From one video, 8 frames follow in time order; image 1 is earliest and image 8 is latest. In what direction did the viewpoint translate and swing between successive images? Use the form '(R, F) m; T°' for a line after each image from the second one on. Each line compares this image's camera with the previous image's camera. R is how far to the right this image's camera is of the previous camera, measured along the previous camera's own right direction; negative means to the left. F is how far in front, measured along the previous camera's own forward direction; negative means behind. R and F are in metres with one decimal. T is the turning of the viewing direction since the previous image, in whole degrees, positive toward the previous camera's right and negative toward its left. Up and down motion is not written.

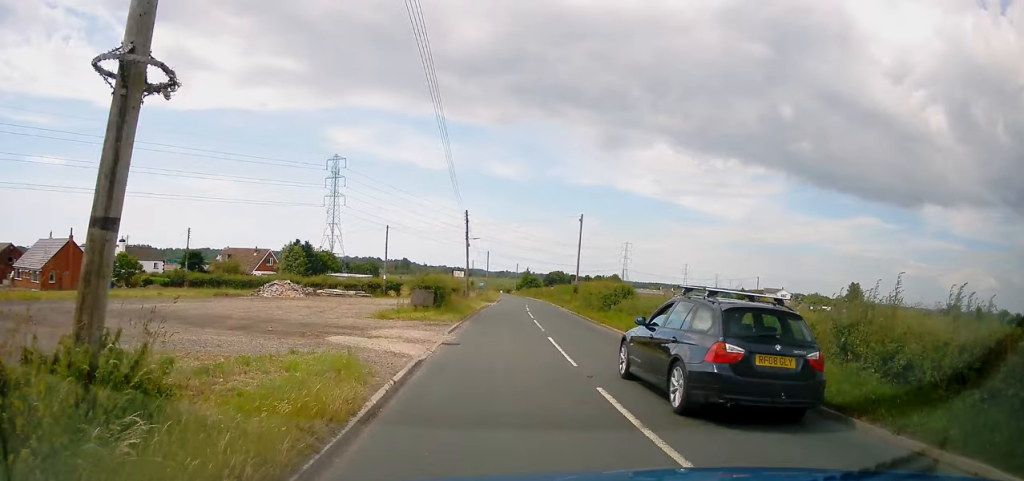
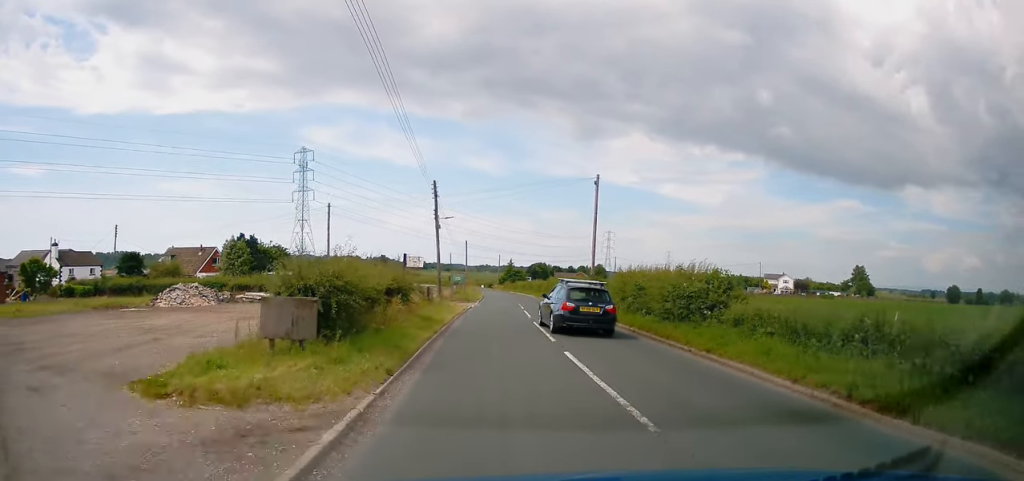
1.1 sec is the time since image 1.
(+0.2, +14.4) m; +1°
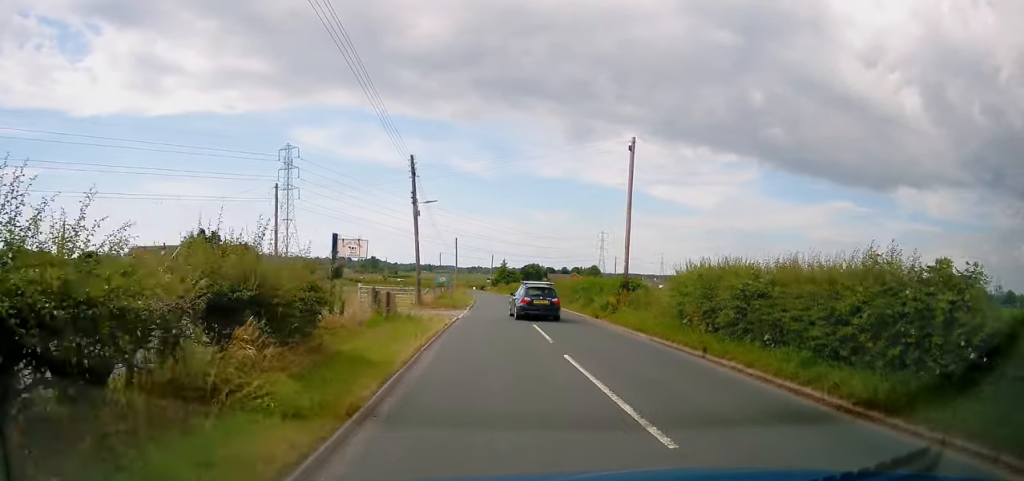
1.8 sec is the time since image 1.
(0.0, +9.1) m; +1°
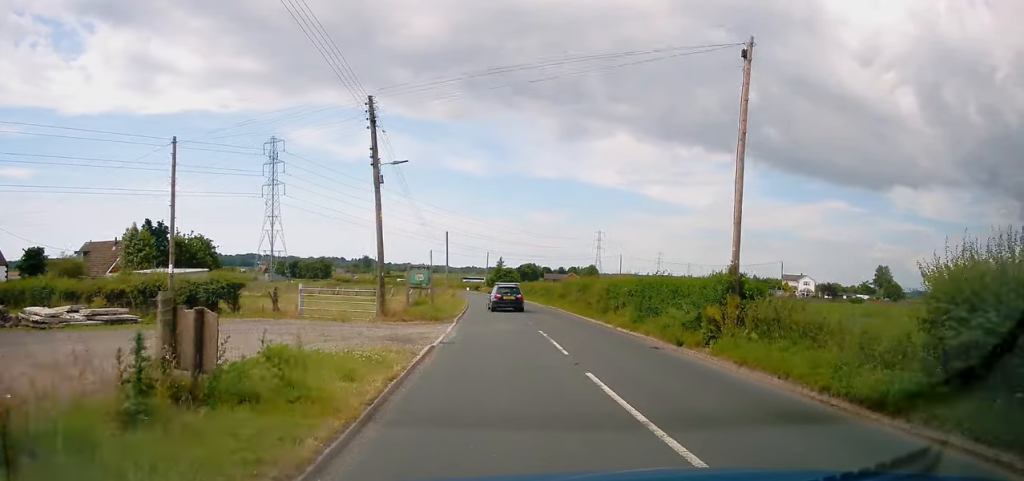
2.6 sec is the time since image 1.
(+0.4, +11.0) m; +1°
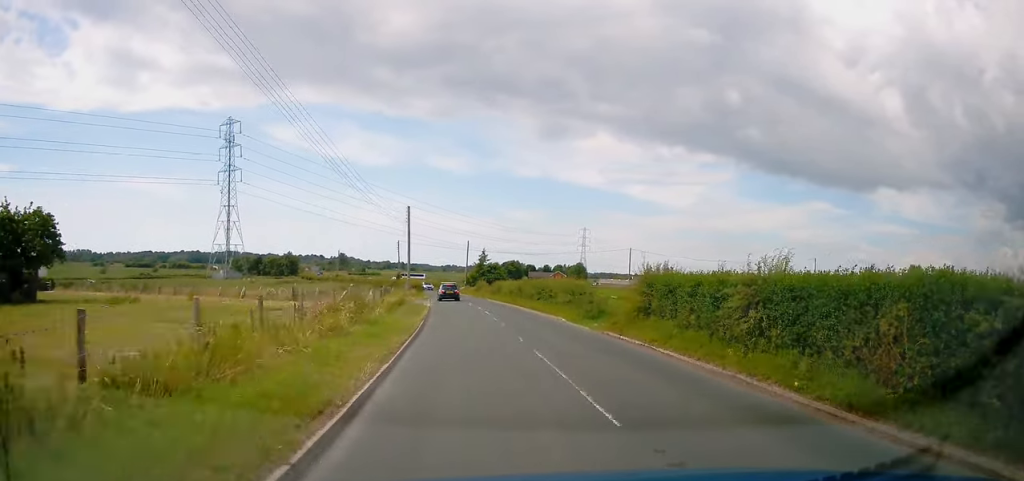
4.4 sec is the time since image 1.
(0.0, +24.1) m; 0°
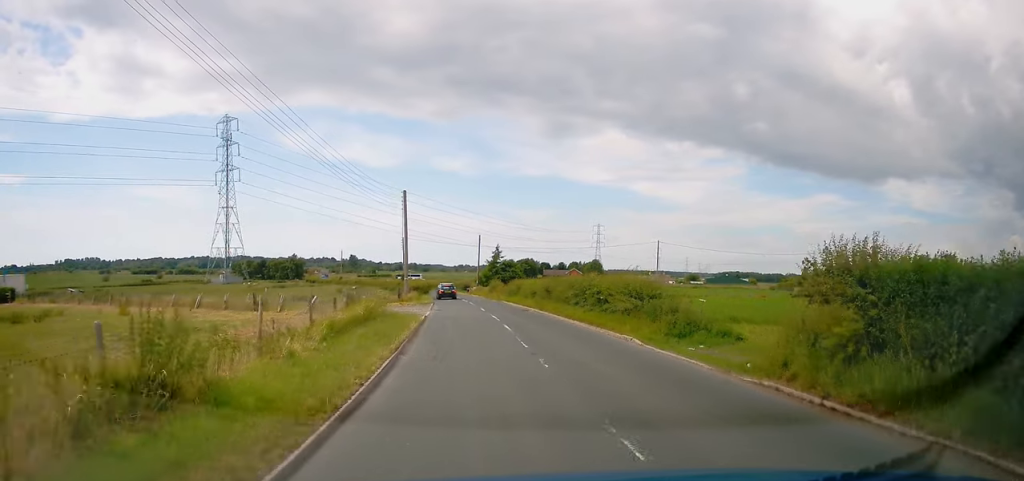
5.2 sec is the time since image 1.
(-0.1, +10.1) m; -1°
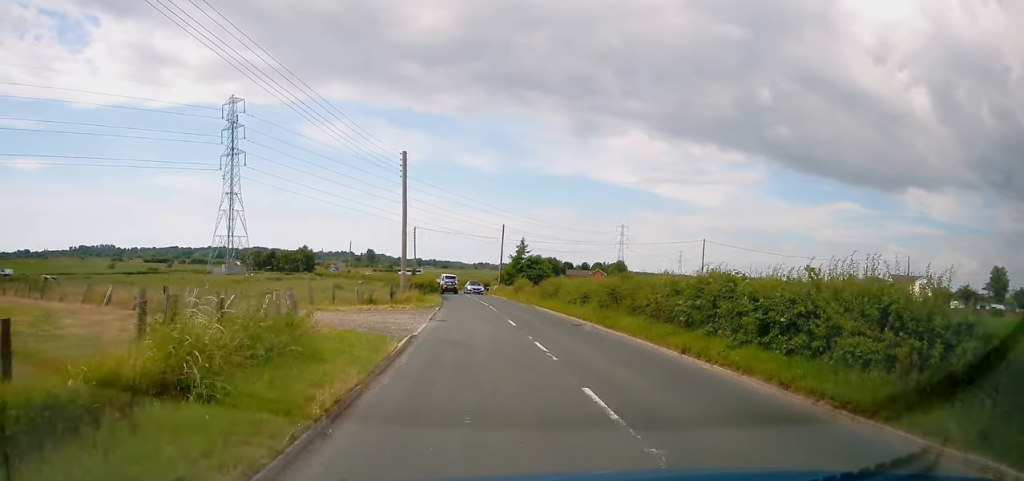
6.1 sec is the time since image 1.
(-0.1, +12.4) m; -1°
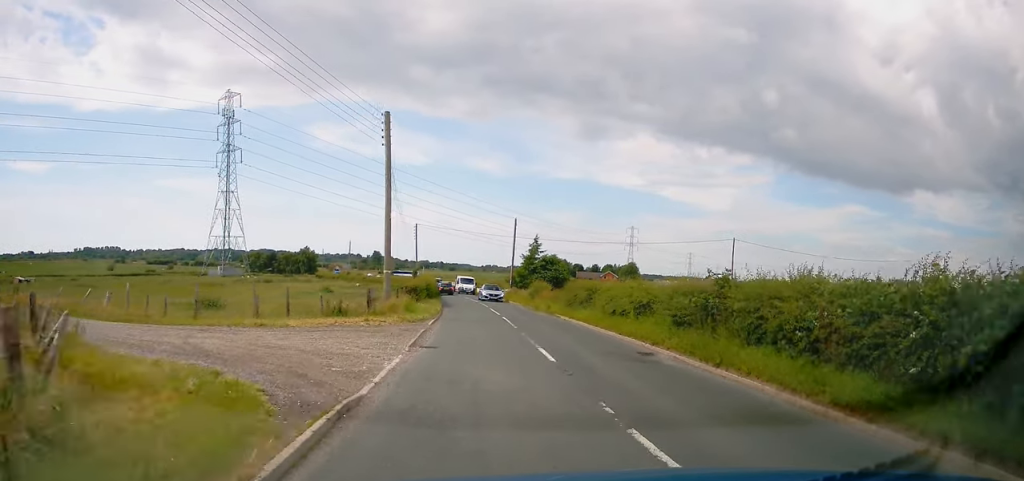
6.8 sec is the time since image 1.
(0.0, +8.6) m; -1°
